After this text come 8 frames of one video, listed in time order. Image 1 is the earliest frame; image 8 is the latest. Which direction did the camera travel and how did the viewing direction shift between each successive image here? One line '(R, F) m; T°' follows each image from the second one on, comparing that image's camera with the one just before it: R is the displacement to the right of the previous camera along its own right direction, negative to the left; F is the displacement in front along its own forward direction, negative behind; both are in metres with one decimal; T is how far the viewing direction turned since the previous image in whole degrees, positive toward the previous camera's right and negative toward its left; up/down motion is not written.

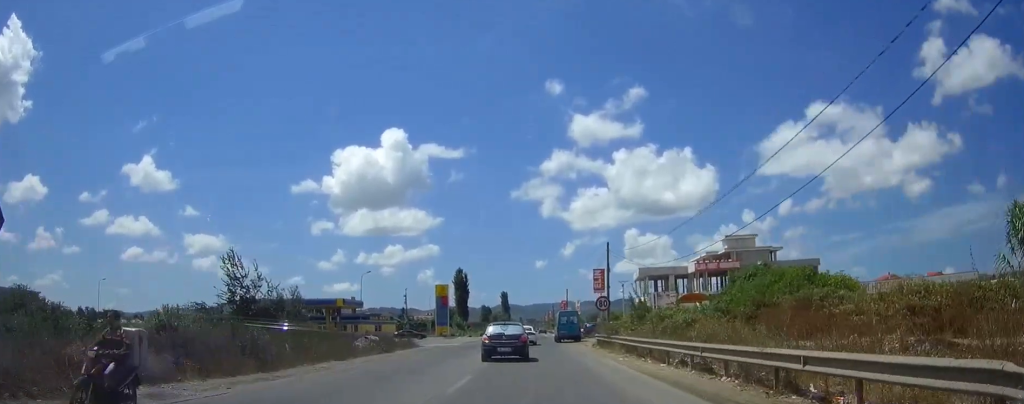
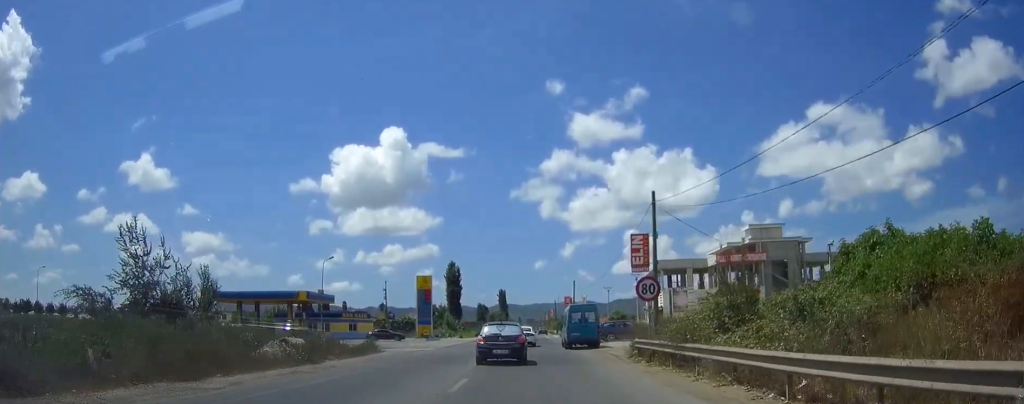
(+0.1, +16.3) m; 0°
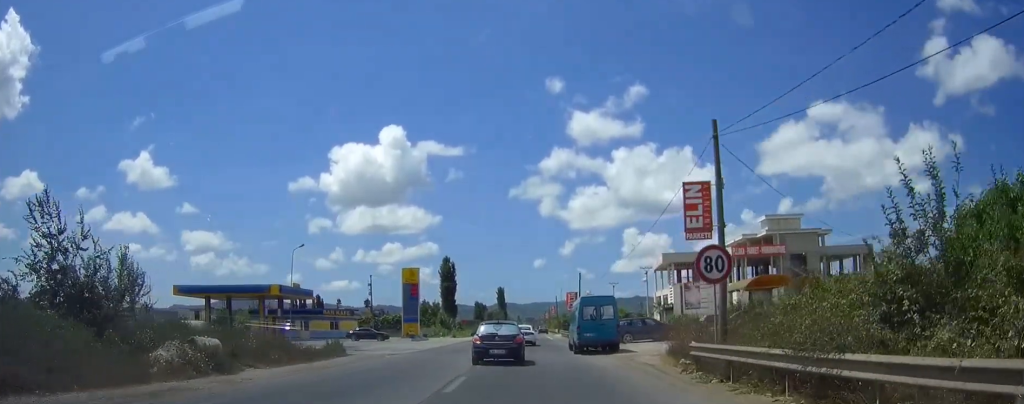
(0.0, +9.4) m; 0°
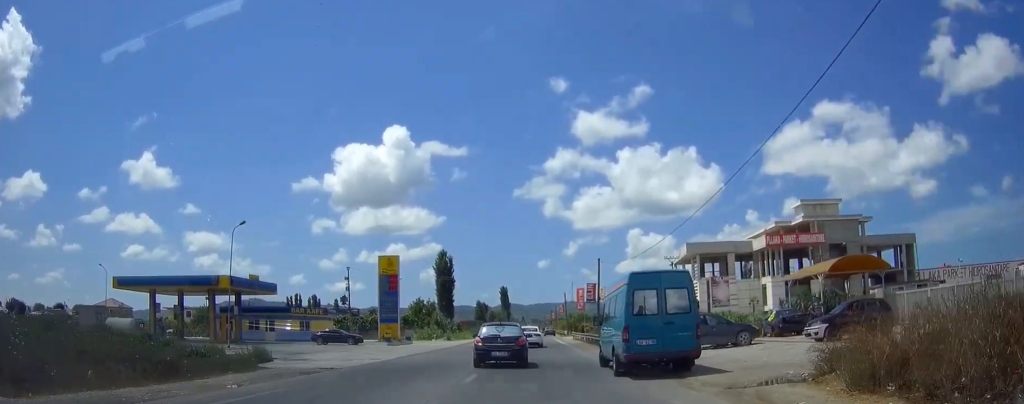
(-0.1, +14.1) m; 0°
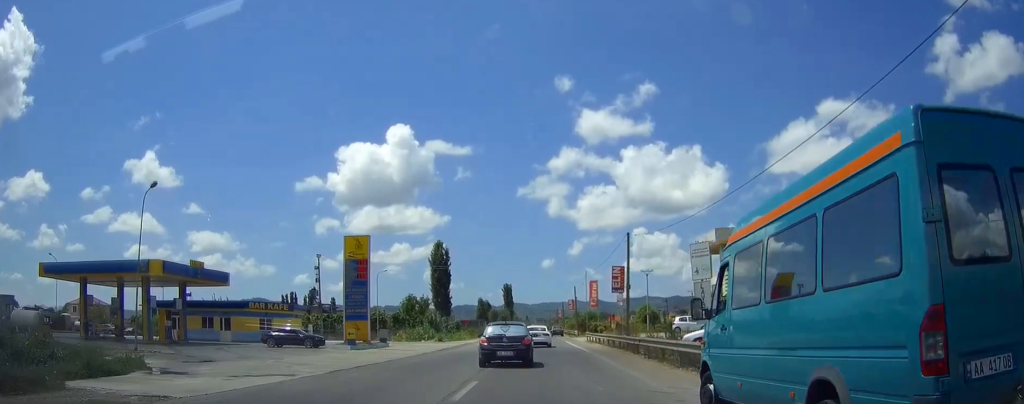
(0.0, +13.1) m; 0°
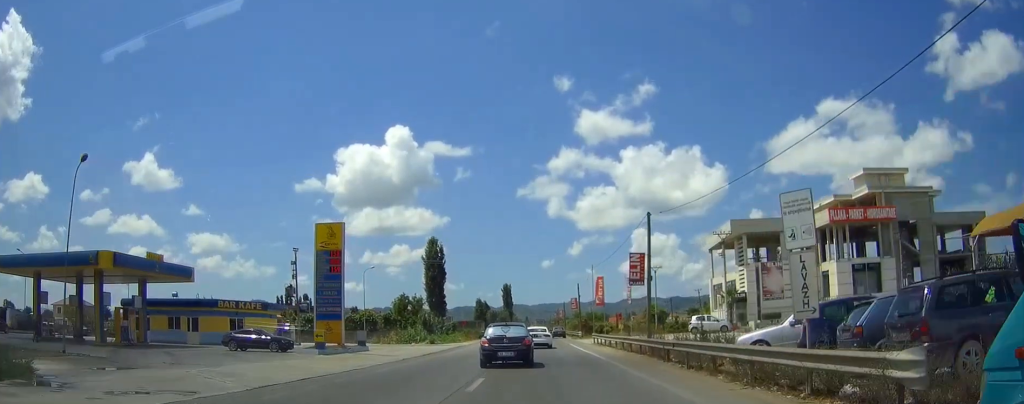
(0.0, +6.8) m; 0°
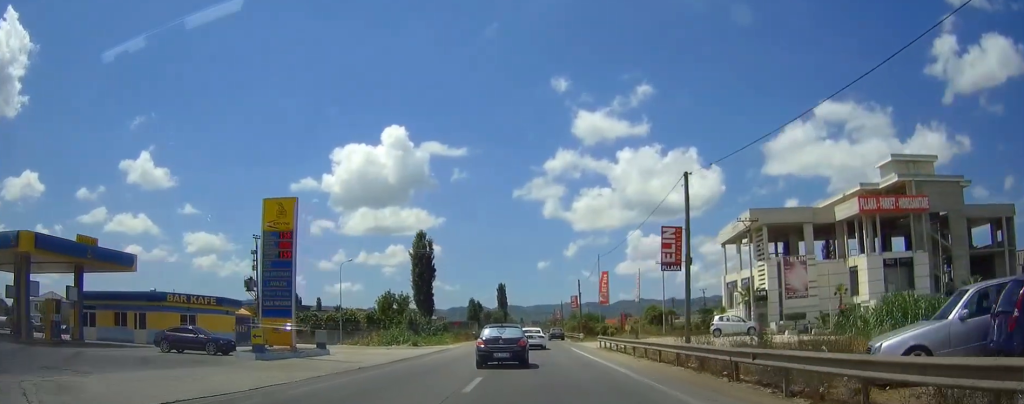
(-0.1, +8.2) m; 0°
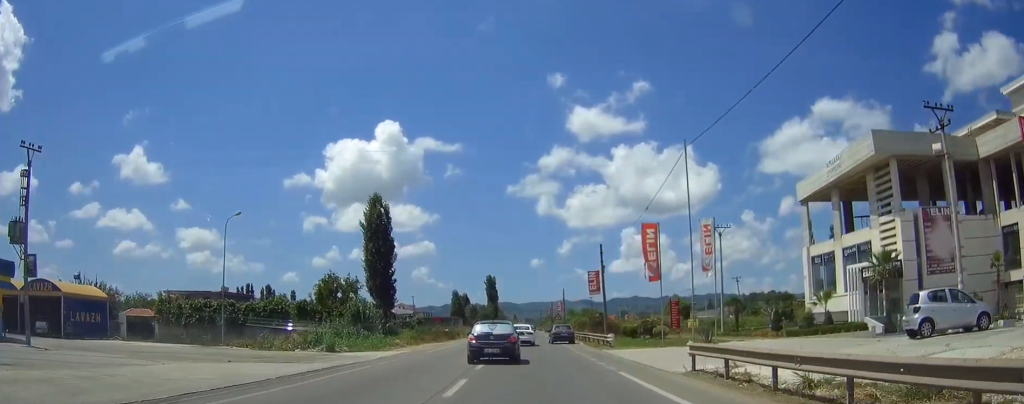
(+0.4, +26.3) m; +2°
